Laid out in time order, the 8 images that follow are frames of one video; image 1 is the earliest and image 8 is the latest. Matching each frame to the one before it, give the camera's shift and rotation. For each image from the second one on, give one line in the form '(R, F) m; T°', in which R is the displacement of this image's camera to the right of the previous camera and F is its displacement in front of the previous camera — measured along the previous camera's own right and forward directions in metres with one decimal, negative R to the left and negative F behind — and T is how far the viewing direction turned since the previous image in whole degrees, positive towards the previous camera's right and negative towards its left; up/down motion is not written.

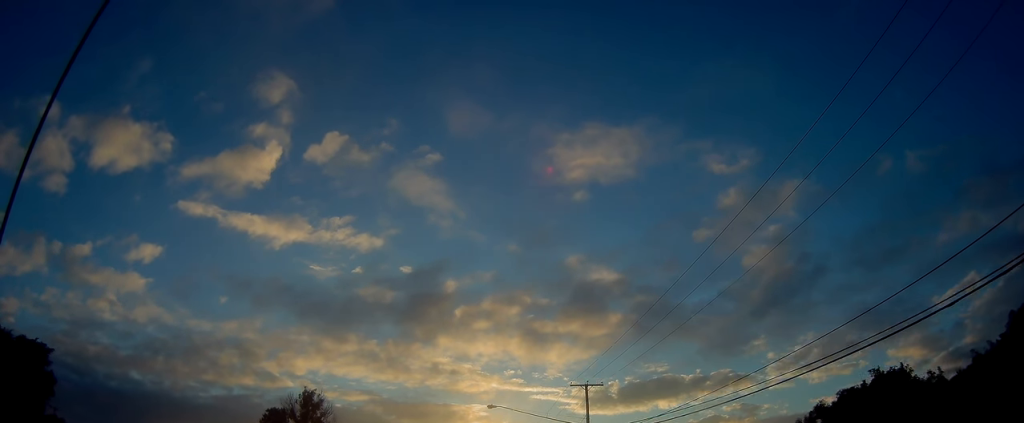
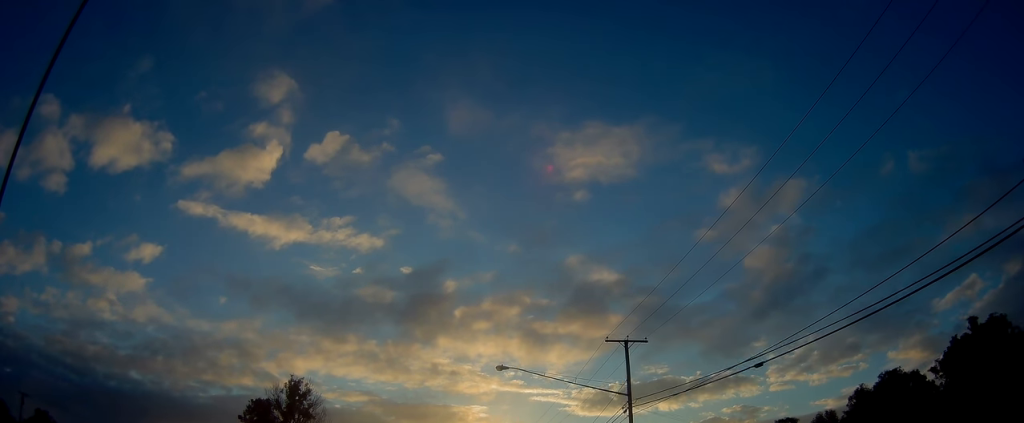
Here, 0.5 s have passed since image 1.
(-0.2, +10.3) m; 0°
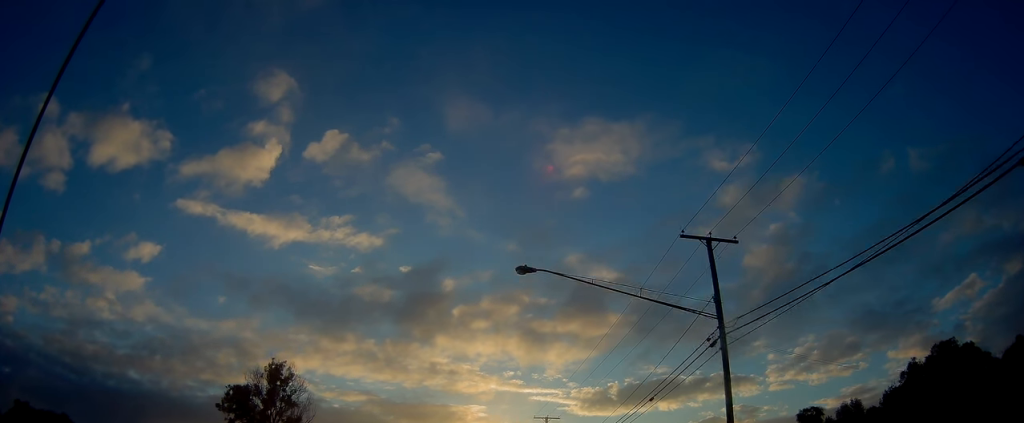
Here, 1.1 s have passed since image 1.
(+0.3, +11.5) m; +1°
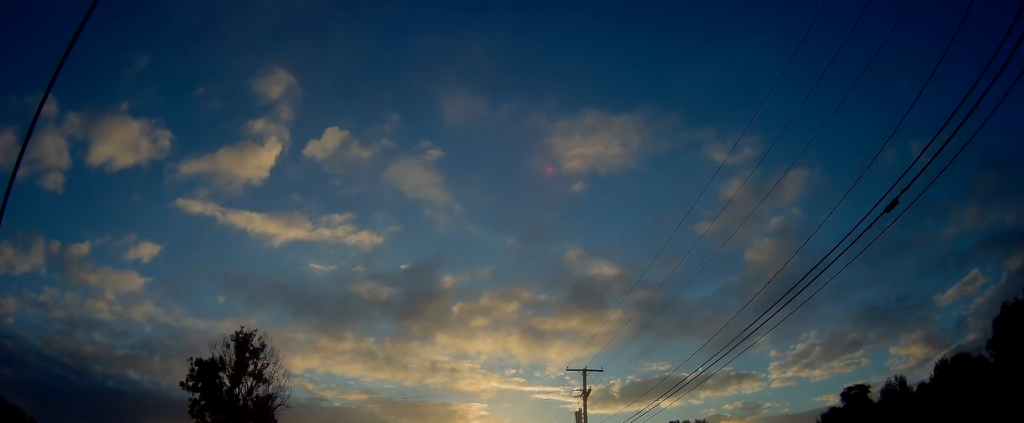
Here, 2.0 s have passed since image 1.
(+0.1, +16.5) m; 0°
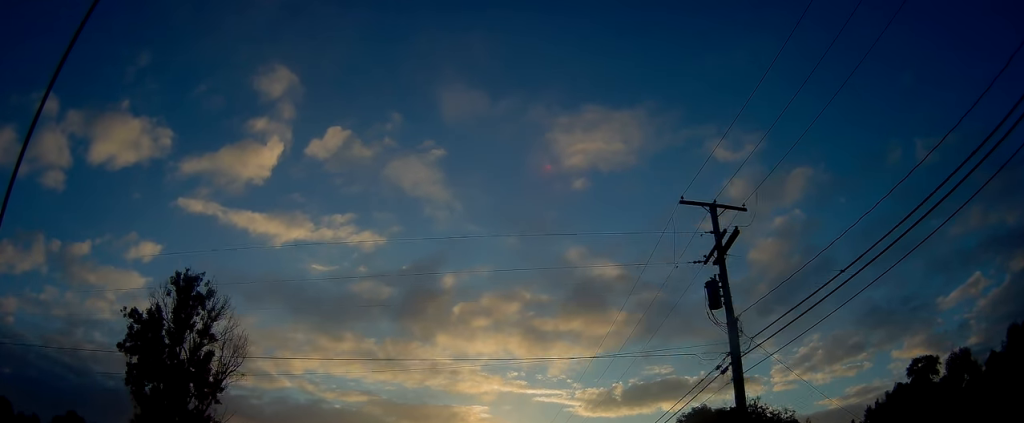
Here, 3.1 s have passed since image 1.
(-0.4, +20.8) m; -2°
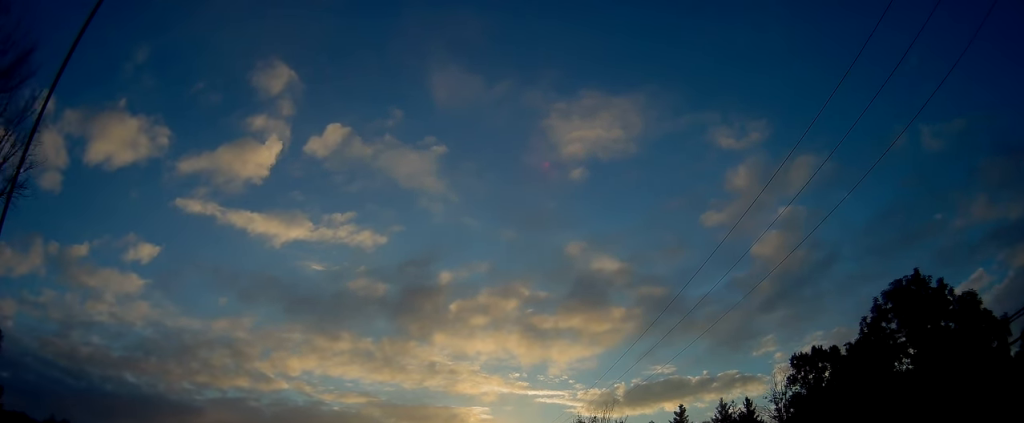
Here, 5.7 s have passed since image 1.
(+0.5, +48.5) m; +1°
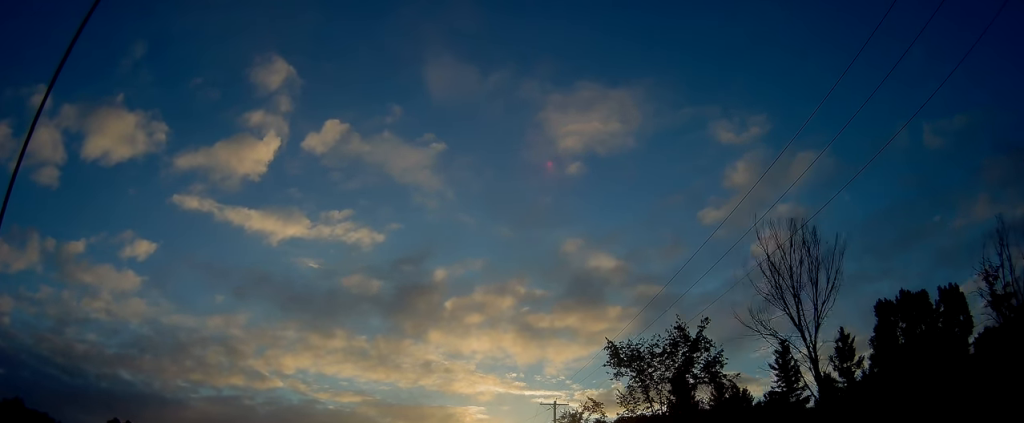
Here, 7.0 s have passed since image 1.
(-0.2, +24.8) m; +1°
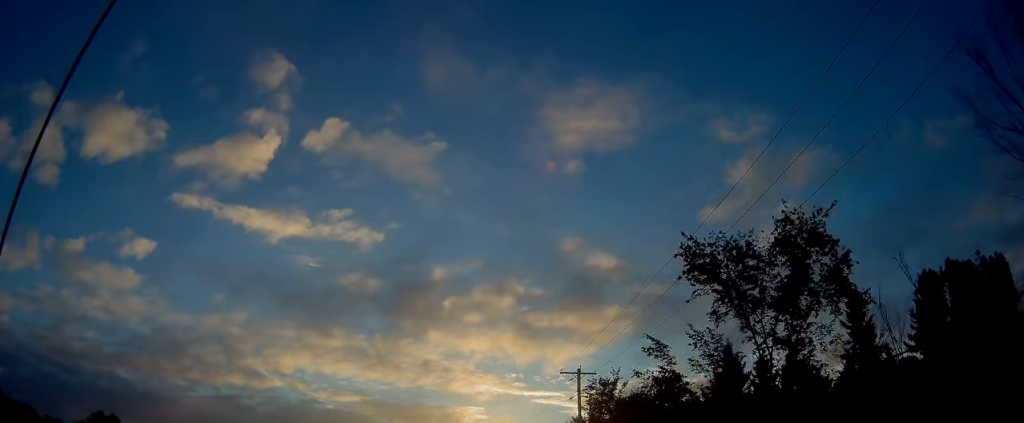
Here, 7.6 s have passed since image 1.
(+0.1, +10.4) m; +1°
